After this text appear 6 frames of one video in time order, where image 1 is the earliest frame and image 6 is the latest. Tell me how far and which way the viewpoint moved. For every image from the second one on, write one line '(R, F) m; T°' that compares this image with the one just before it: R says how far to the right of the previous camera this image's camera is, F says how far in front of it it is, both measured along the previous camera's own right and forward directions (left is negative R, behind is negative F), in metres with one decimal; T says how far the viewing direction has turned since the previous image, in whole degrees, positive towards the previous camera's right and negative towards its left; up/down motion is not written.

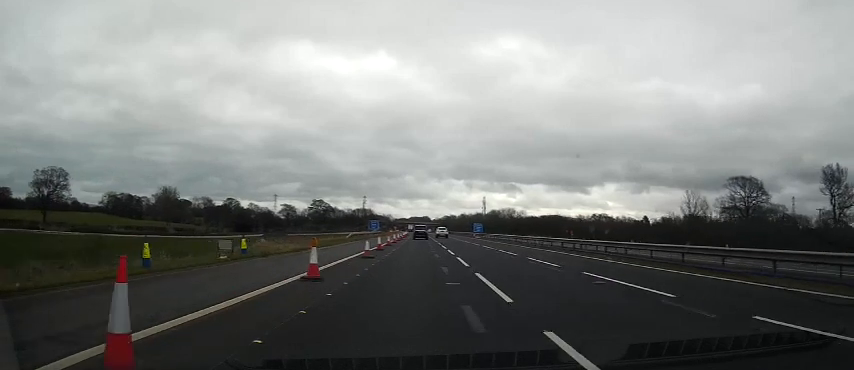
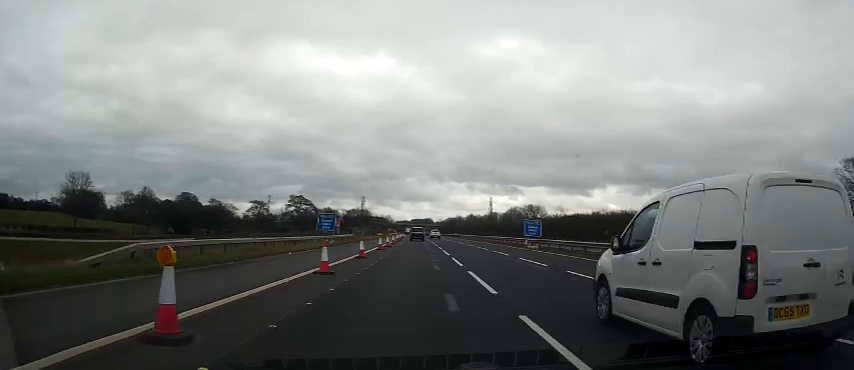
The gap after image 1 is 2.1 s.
(-0.1, +43.3) m; 0°
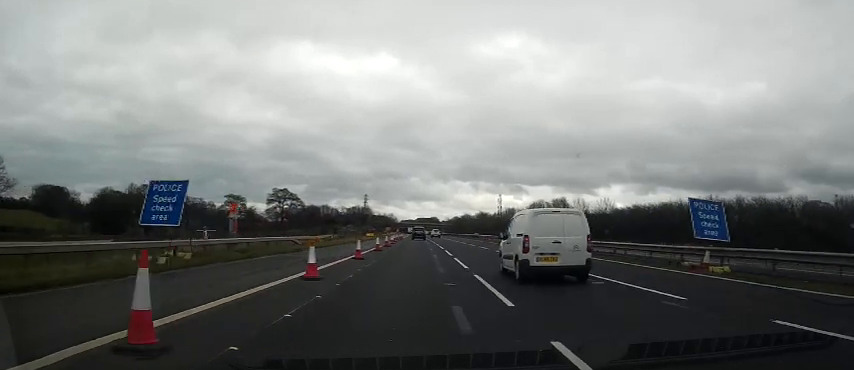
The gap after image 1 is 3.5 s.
(-0.3, +28.9) m; 0°
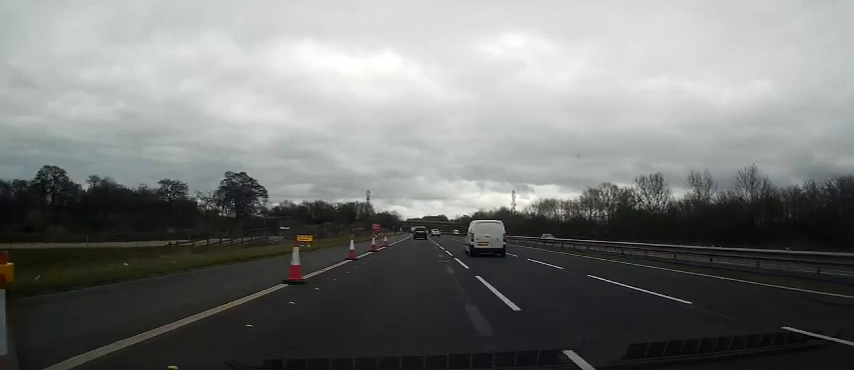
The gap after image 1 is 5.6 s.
(-0.5, +44.9) m; -1°
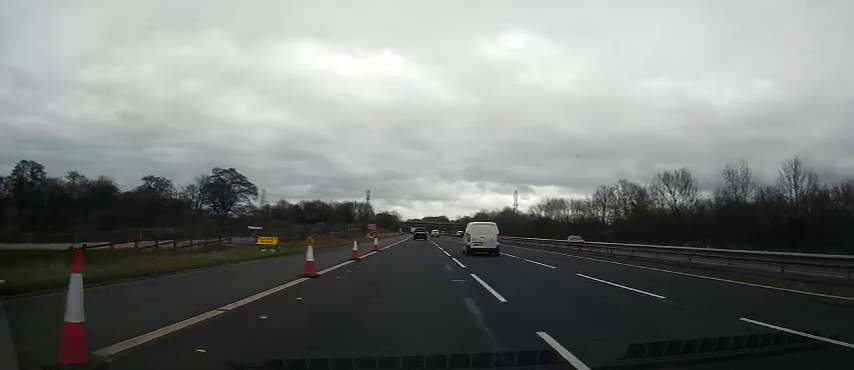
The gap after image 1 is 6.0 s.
(0.0, +7.9) m; 0°
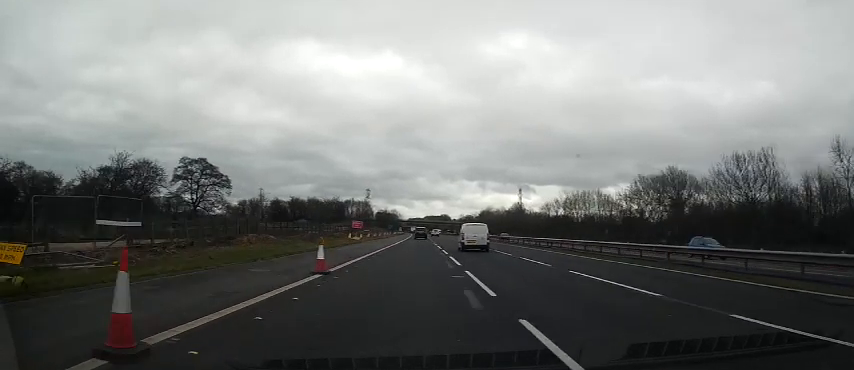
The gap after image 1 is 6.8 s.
(0.0, +16.7) m; 0°
